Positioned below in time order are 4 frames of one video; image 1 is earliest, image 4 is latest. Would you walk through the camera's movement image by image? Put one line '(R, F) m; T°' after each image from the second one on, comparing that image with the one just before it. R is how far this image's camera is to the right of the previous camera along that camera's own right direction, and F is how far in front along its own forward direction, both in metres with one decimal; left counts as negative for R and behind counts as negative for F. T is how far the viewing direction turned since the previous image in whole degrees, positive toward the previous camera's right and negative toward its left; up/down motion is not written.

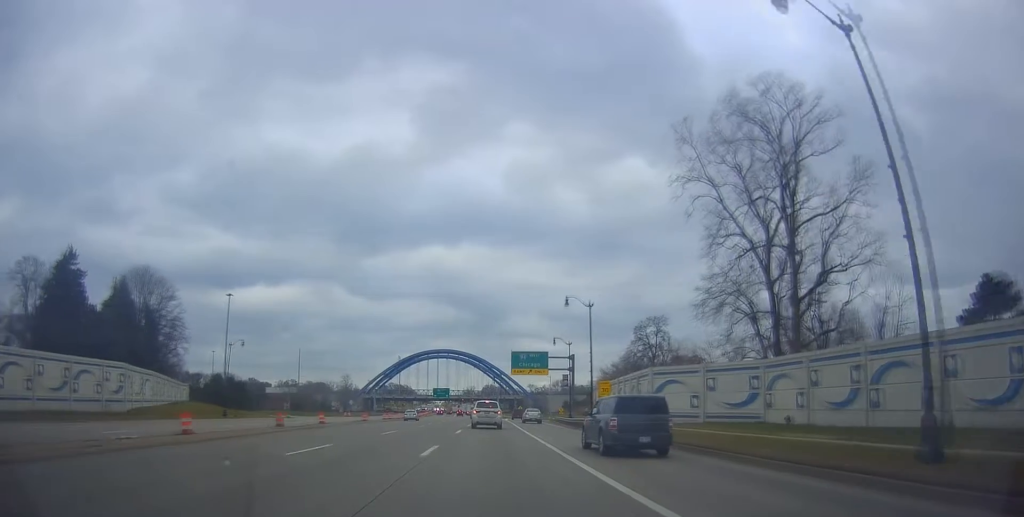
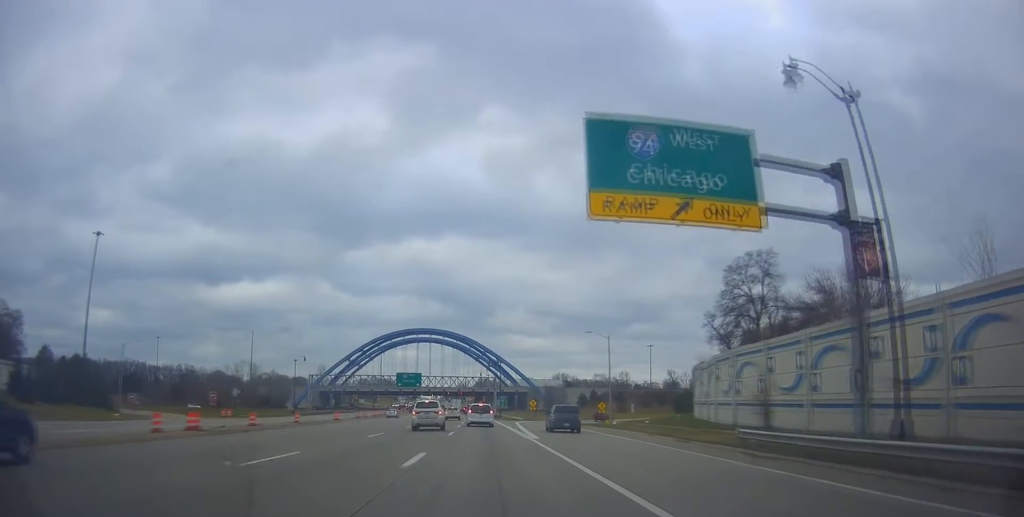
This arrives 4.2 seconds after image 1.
(+1.8, +65.0) m; +1°
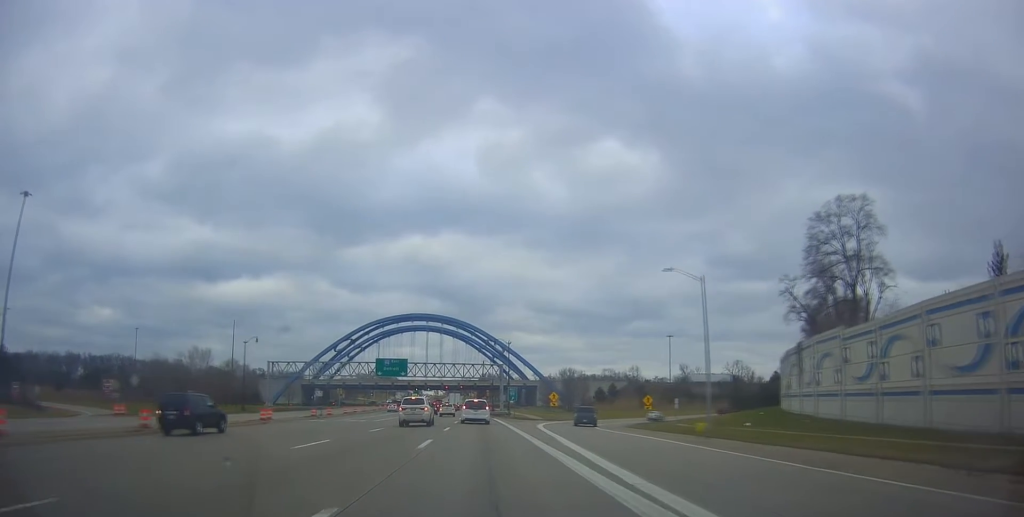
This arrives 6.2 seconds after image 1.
(+0.3, +26.2) m; +2°
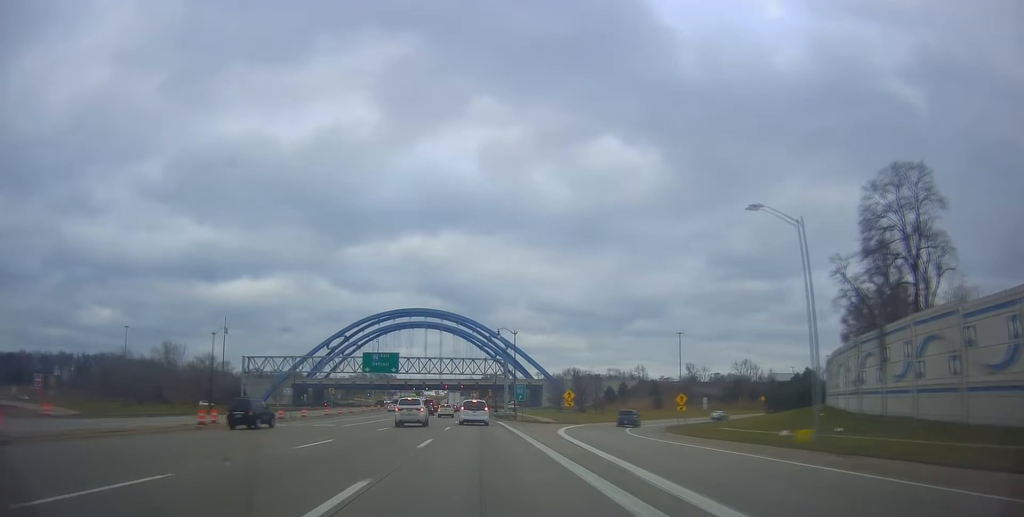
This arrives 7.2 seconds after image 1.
(0.0, +11.5) m; -2°
